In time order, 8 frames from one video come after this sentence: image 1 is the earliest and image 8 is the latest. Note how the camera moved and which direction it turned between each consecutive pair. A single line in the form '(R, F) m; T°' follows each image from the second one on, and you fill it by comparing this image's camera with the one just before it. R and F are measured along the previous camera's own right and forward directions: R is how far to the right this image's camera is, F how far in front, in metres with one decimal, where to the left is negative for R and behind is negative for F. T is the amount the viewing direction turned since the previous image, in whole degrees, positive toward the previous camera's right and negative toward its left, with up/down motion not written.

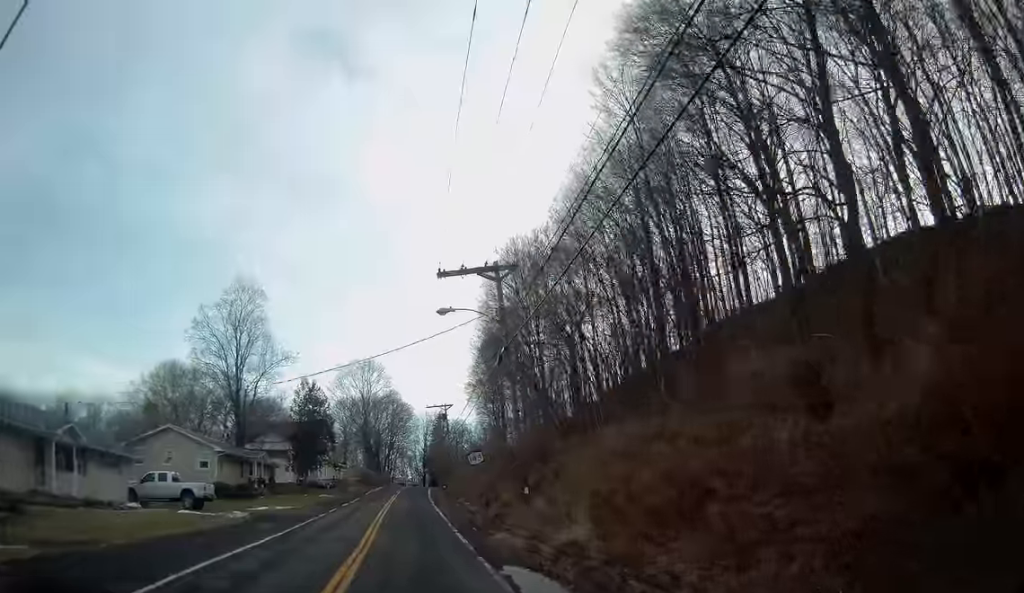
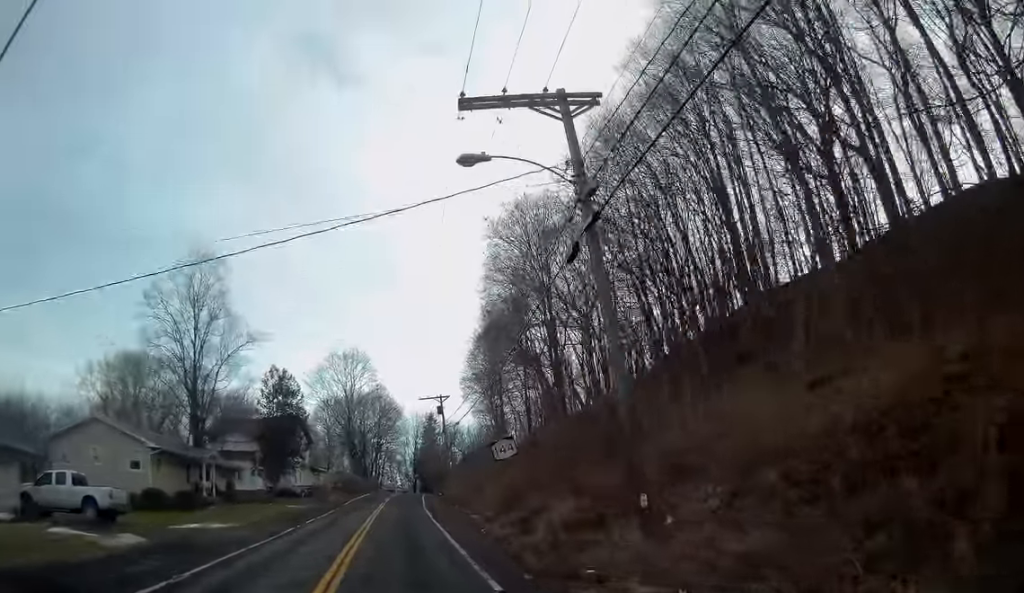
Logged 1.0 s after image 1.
(-0.1, +11.4) m; 0°
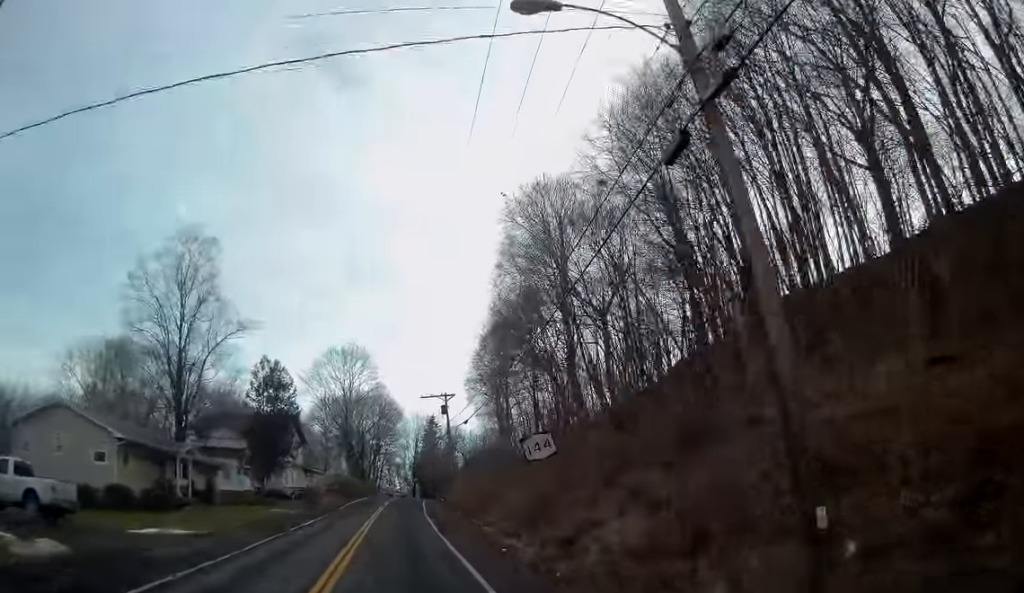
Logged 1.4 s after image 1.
(0.0, +4.8) m; 0°
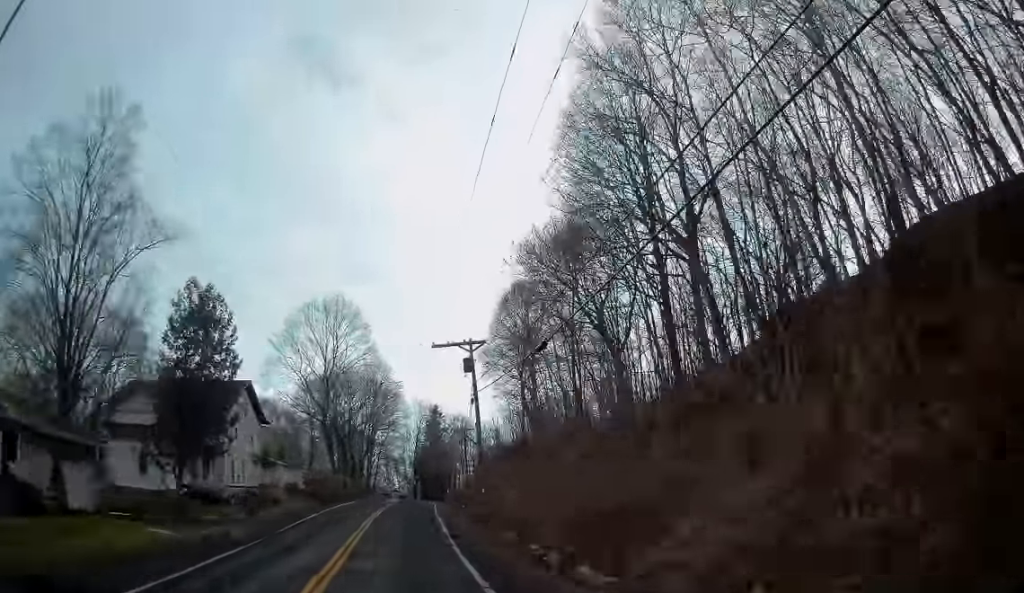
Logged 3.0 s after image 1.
(-0.2, +20.4) m; +1°
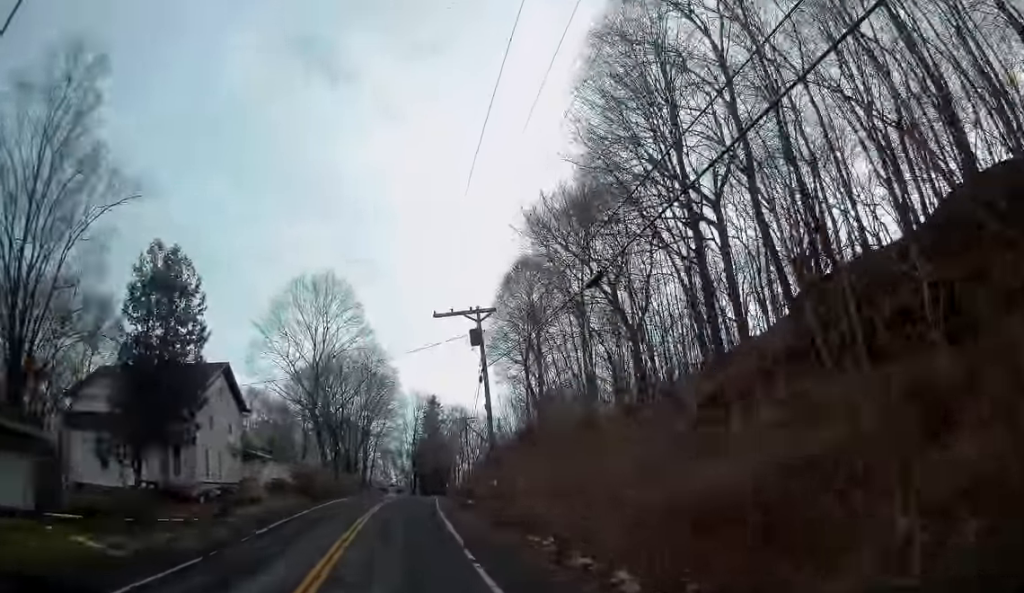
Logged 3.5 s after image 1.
(+0.3, +5.3) m; 0°
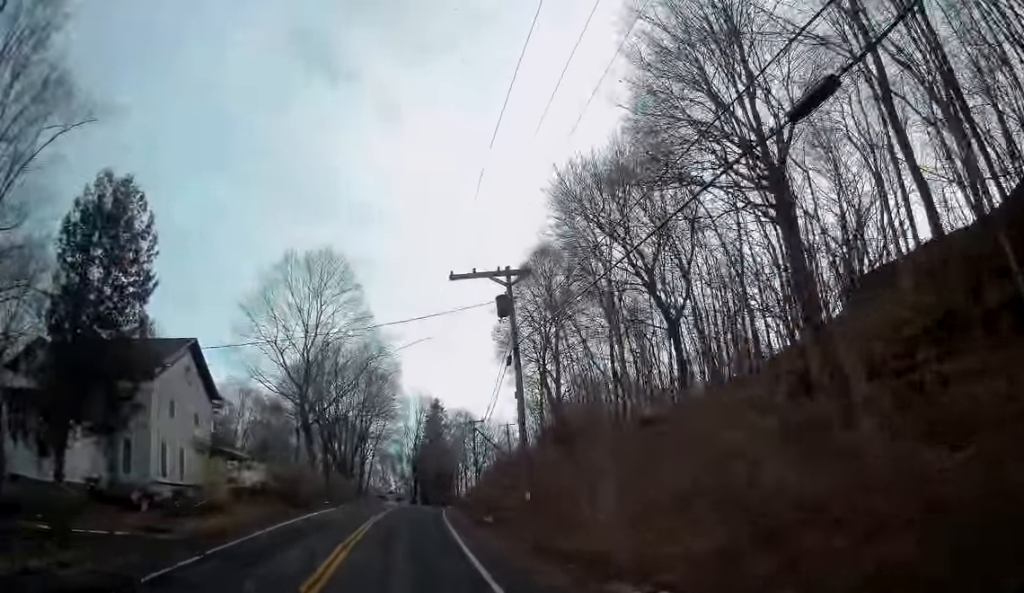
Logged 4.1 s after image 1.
(+0.2, +7.4) m; 0°
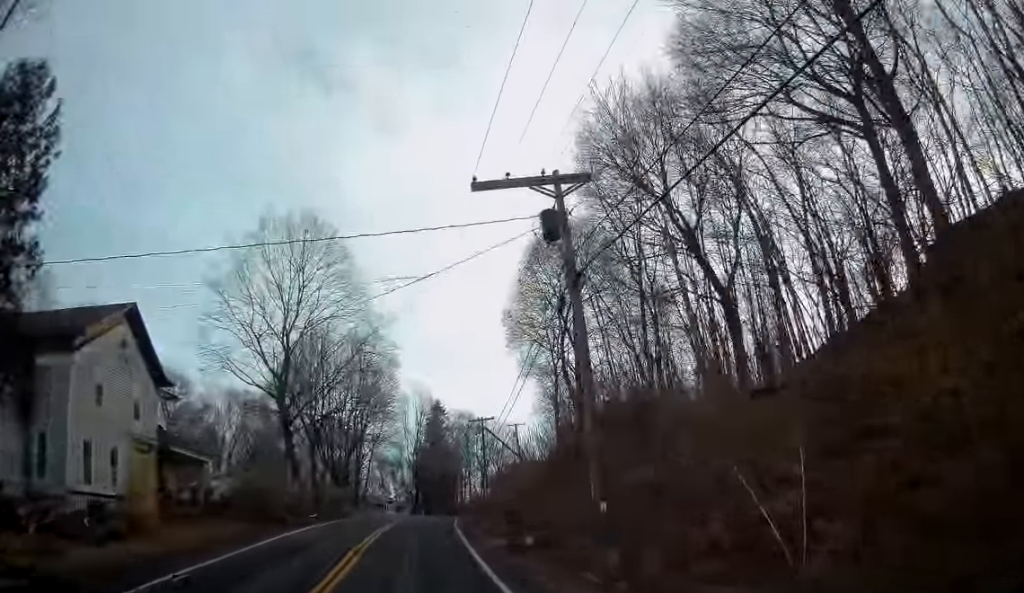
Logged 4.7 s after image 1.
(-0.4, +8.2) m; 0°
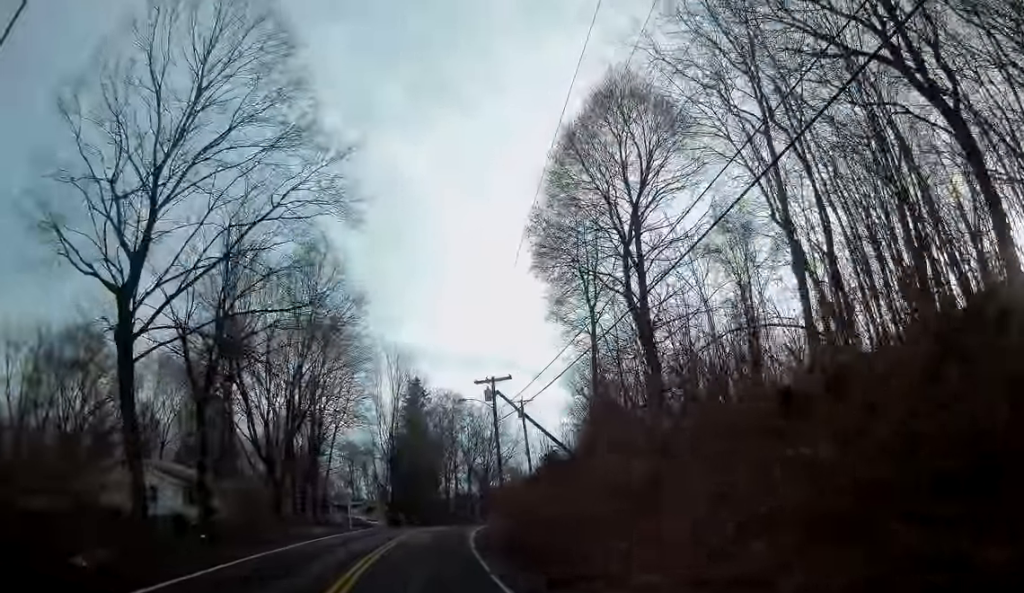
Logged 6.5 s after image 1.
(+0.6, +21.6) m; +3°
